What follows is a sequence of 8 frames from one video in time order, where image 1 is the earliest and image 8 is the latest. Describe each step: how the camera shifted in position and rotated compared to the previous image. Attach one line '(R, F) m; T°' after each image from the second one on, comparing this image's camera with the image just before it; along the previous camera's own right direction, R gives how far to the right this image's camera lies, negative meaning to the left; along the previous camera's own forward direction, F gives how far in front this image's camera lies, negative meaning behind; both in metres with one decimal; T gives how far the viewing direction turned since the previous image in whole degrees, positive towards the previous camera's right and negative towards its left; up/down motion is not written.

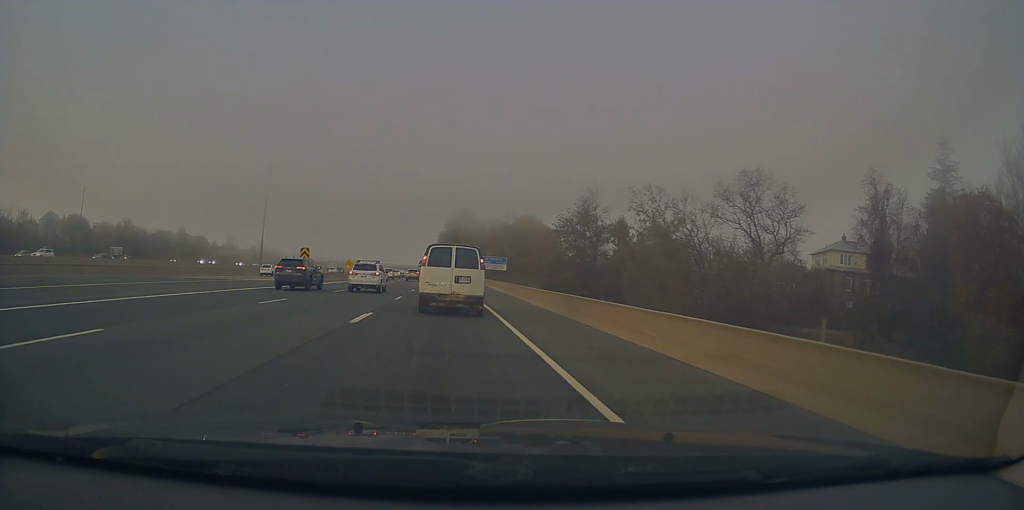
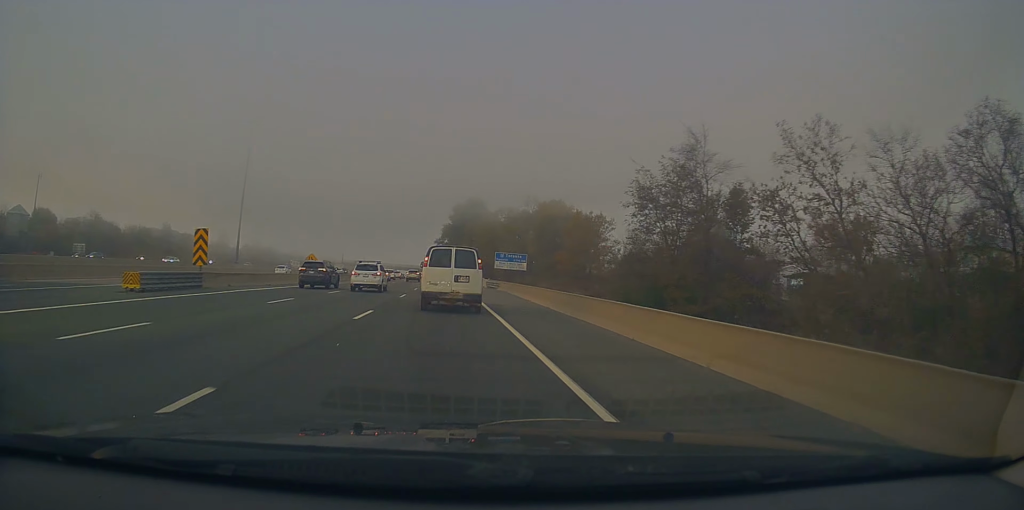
(-0.6, +21.9) m; -1°
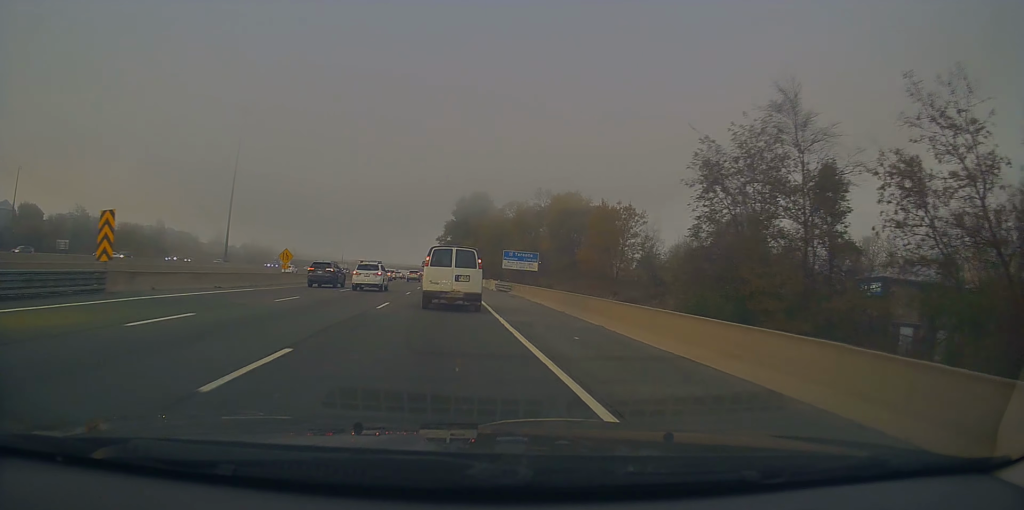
(0.0, +9.2) m; 0°
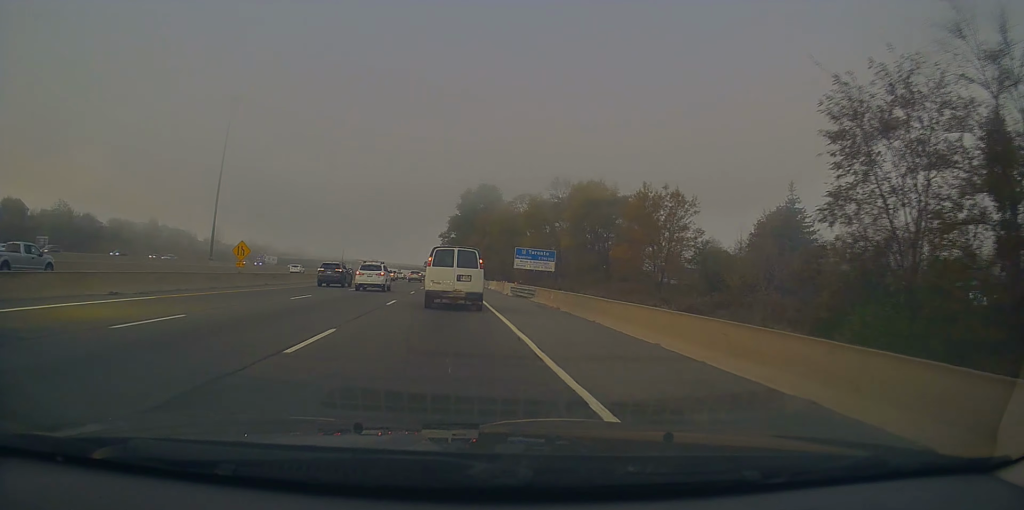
(+0.3, +10.3) m; -1°
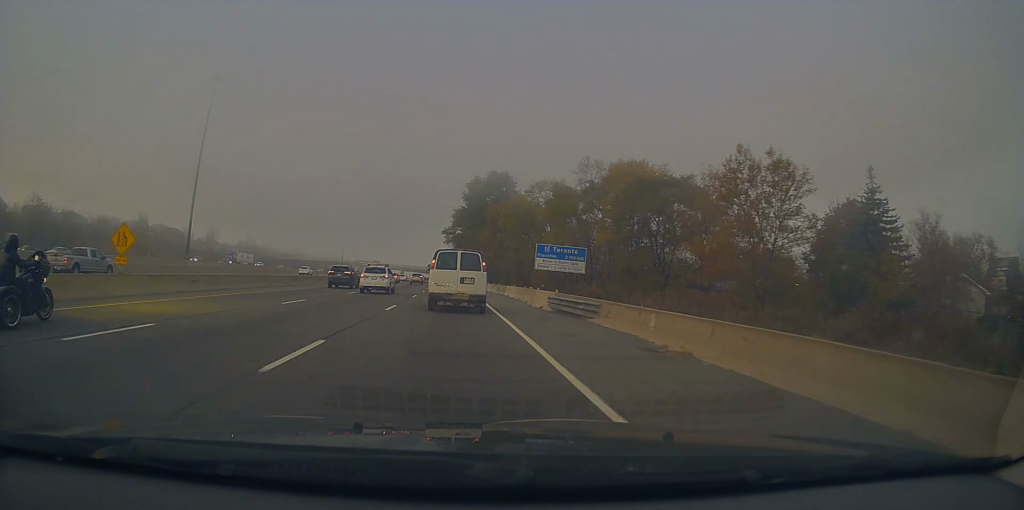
(-0.3, +13.4) m; -1°
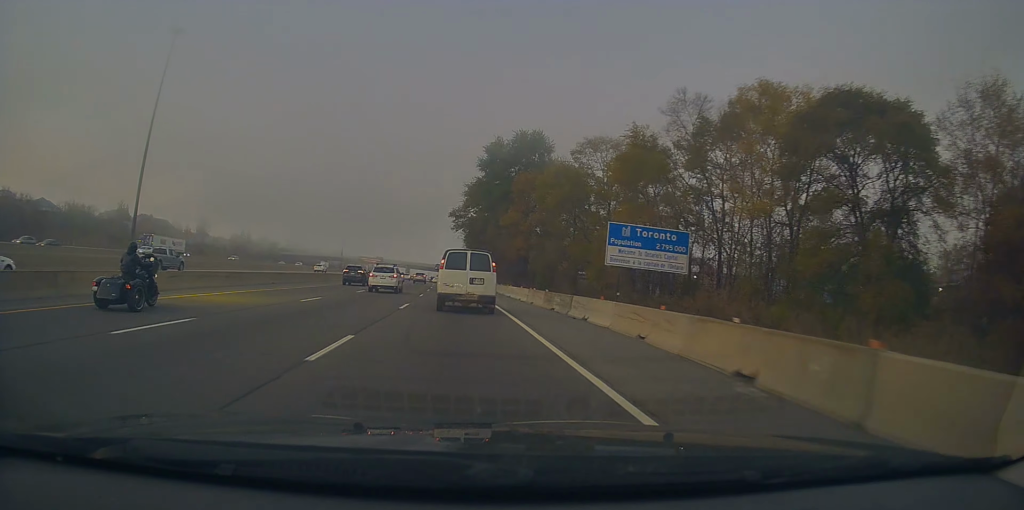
(-0.2, +23.1) m; 0°
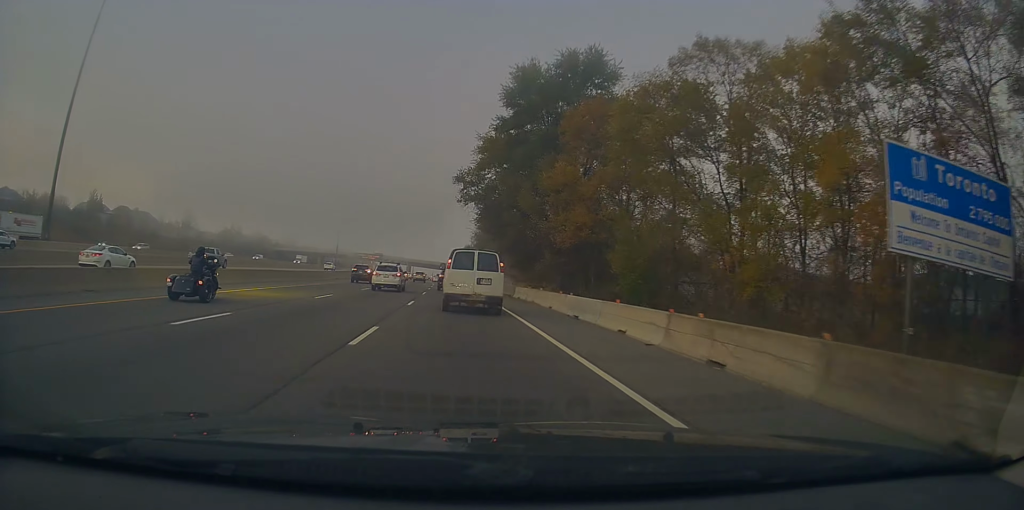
(0.0, +21.6) m; -1°
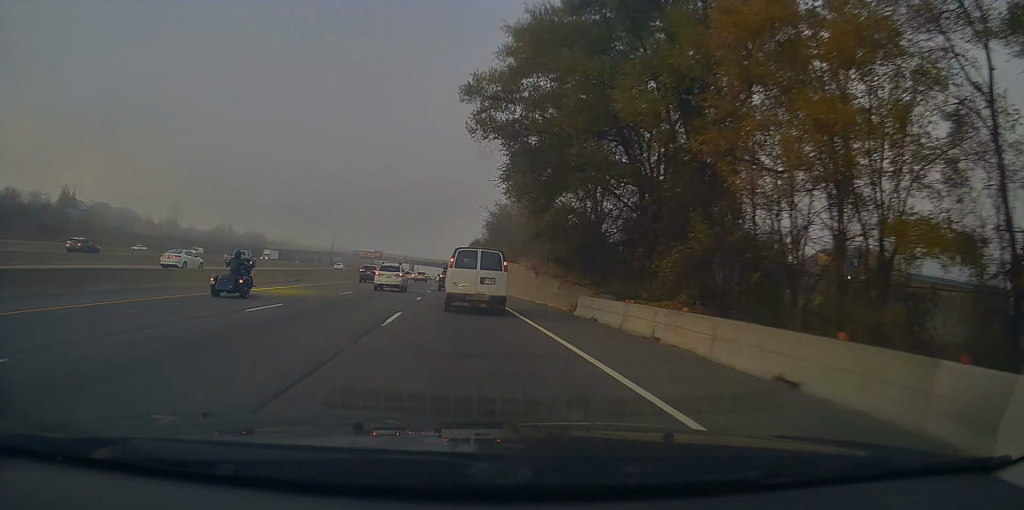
(-0.3, +19.8) m; -1°
